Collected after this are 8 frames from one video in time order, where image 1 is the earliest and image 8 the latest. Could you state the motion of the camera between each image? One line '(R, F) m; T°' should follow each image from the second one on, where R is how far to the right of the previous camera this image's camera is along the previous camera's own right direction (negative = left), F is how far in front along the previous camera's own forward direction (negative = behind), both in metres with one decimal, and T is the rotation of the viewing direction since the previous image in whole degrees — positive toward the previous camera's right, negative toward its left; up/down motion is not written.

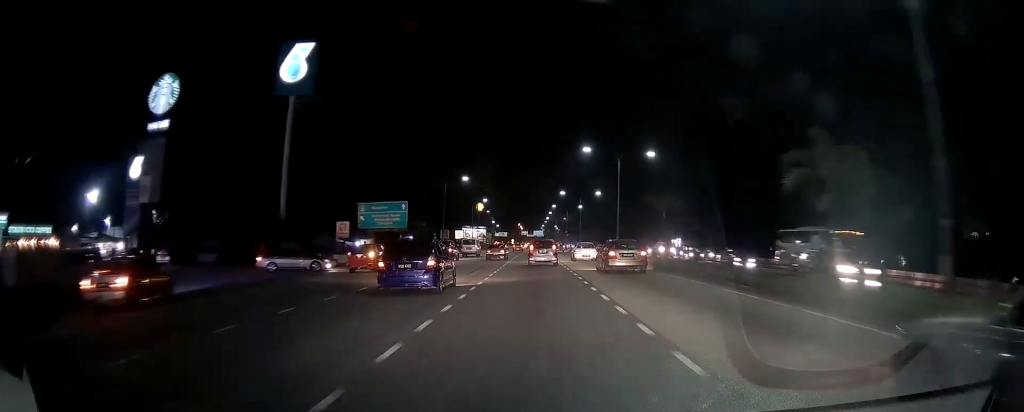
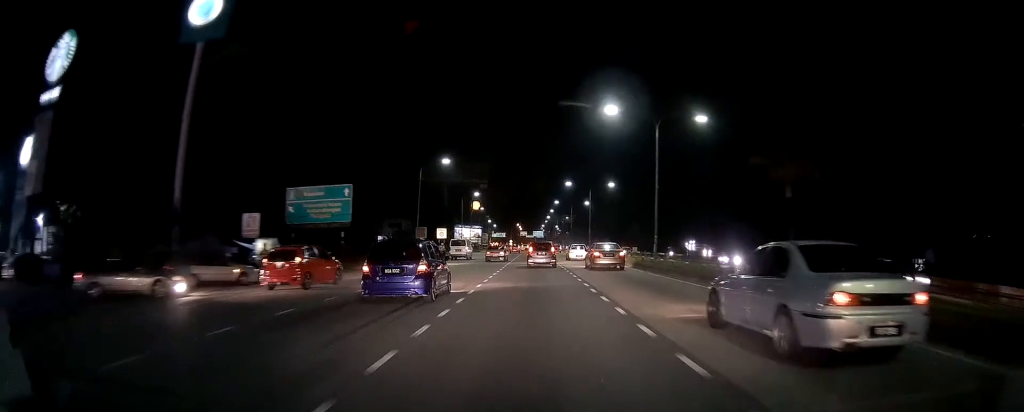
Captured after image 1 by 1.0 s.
(0.0, +17.2) m; 0°
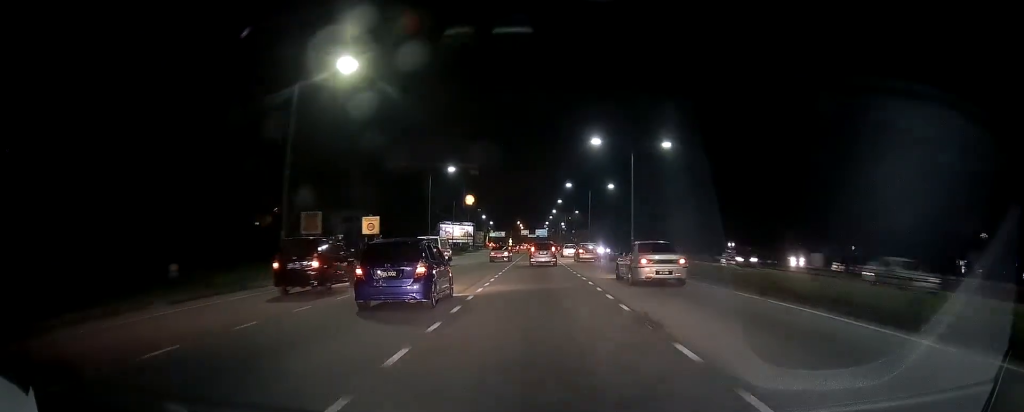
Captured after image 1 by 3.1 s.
(-0.2, +34.0) m; -1°
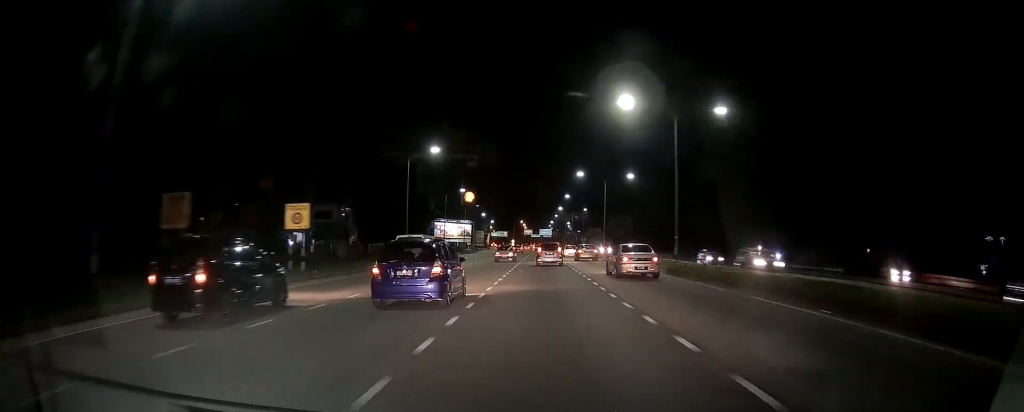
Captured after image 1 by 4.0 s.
(+0.1, +14.4) m; 0°
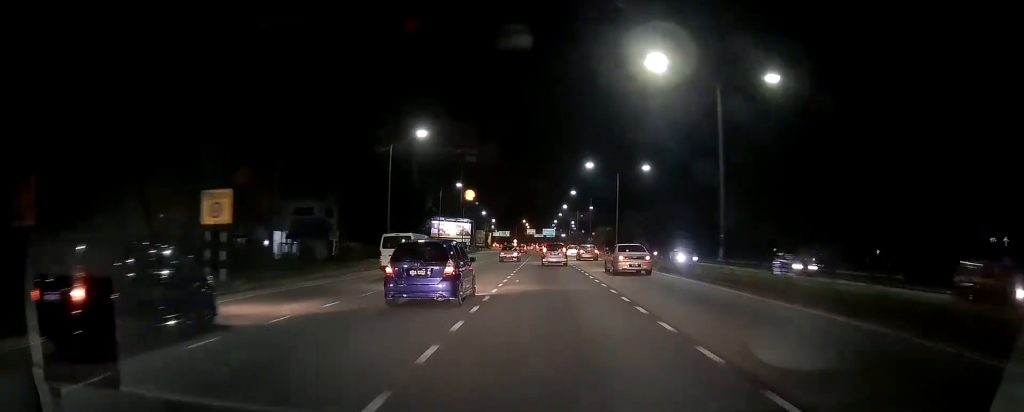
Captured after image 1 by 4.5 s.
(0.0, +8.4) m; 0°
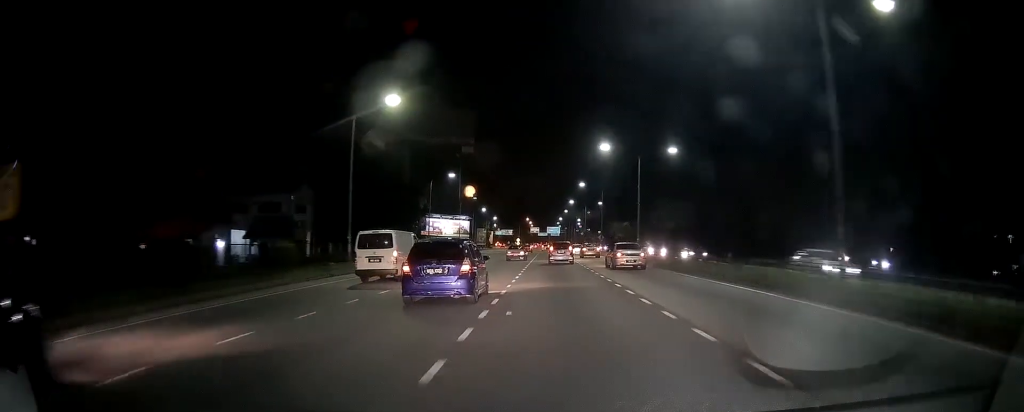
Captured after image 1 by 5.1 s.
(0.0, +11.2) m; 0°
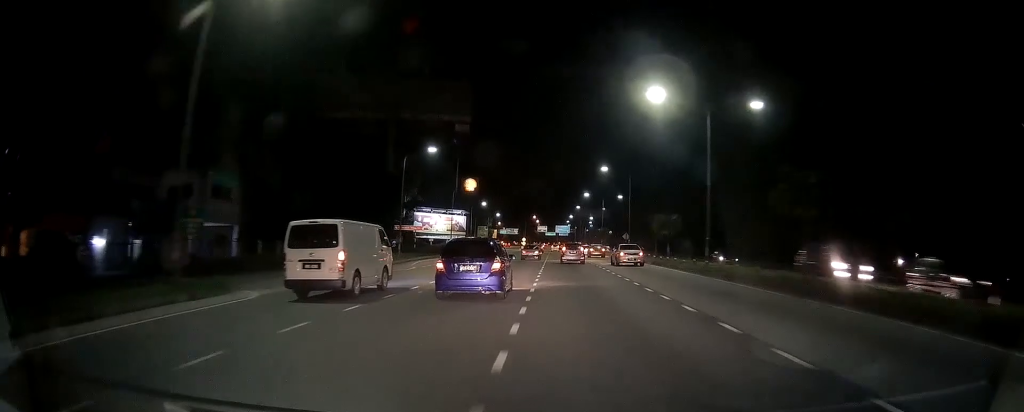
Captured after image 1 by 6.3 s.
(-0.2, +19.5) m; -1°
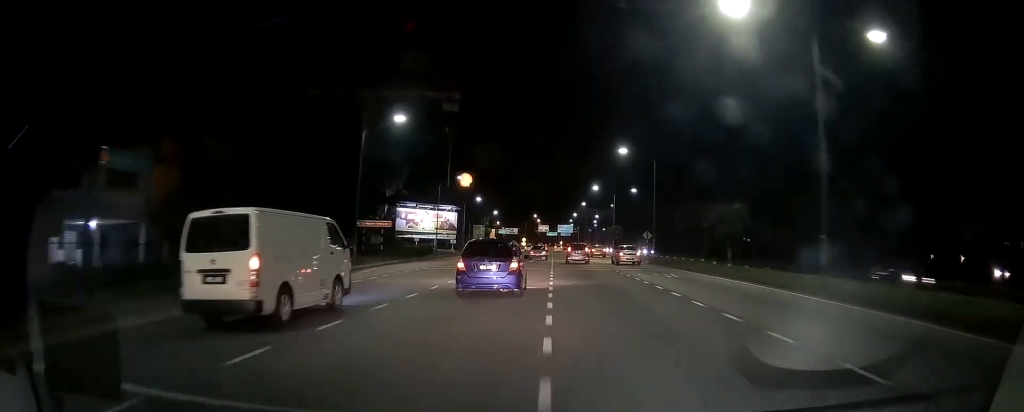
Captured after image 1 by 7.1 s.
(-0.1, +14.0) m; 0°
